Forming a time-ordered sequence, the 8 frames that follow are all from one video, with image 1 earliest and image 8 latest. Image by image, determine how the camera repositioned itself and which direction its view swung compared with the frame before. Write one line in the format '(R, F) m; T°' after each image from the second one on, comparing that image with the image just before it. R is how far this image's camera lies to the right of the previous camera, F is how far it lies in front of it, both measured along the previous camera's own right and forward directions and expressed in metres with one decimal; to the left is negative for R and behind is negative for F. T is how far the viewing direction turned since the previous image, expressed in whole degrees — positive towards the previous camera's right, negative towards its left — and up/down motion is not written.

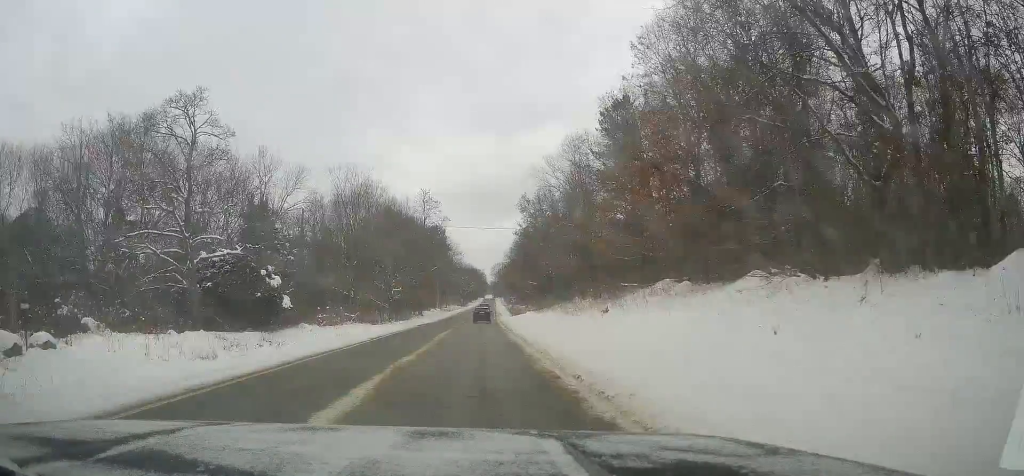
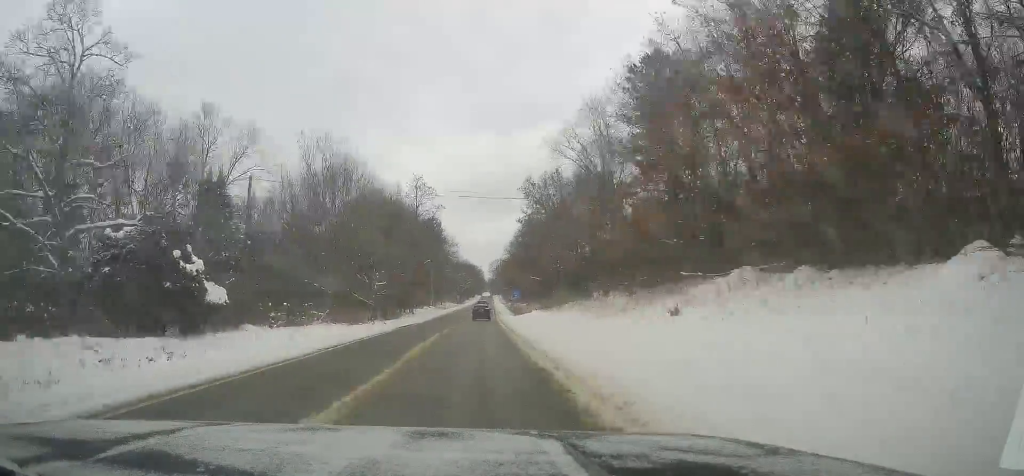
(+0.3, +10.8) m; +1°
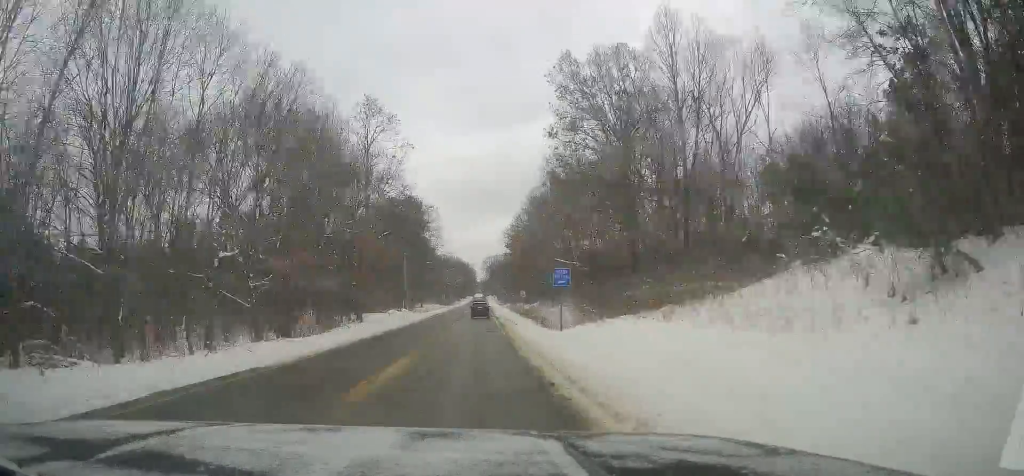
(+0.9, +39.3) m; 0°
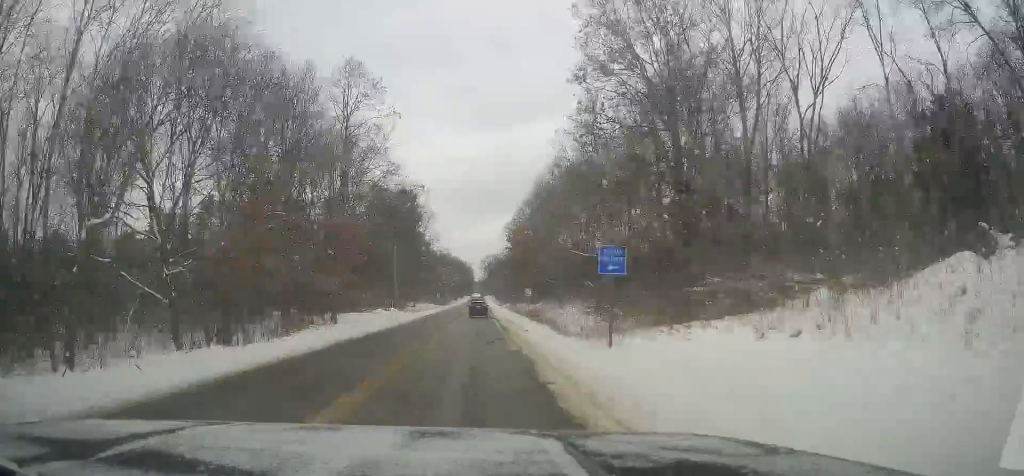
(-0.3, +10.0) m; -1°
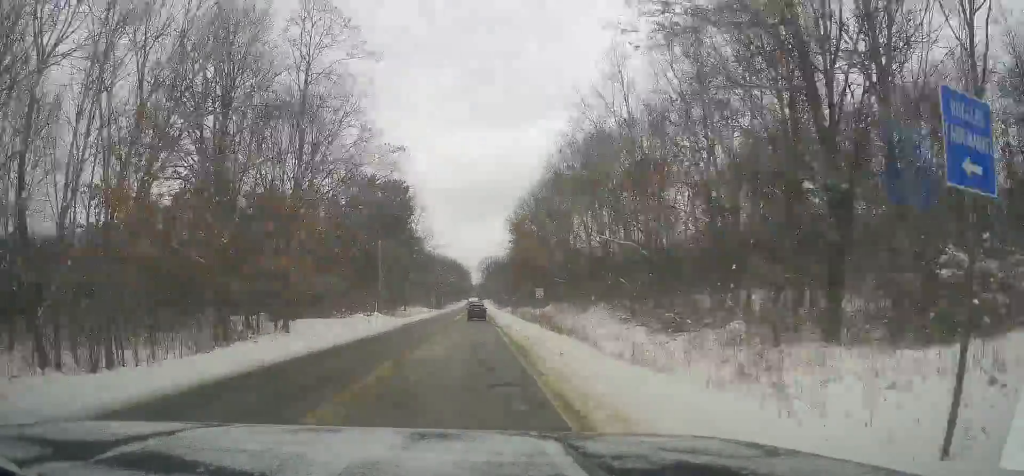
(-0.2, +12.6) m; -1°
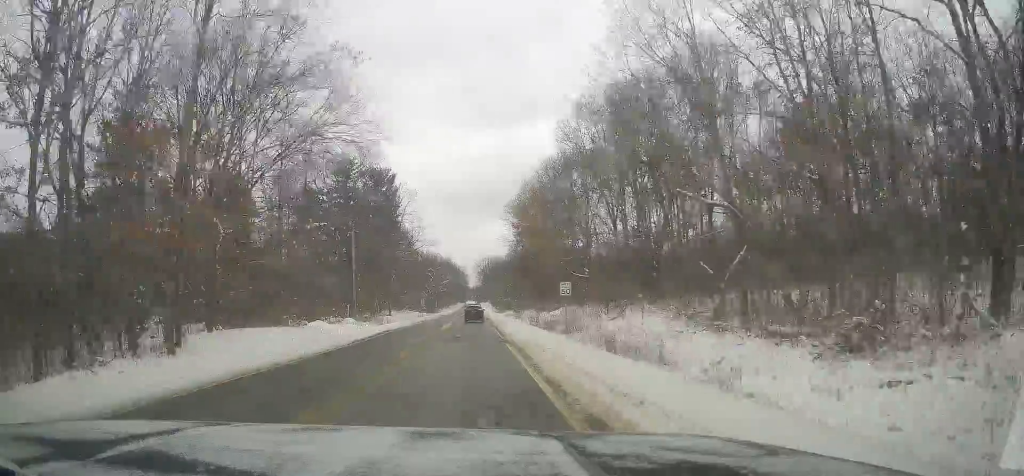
(0.0, +15.1) m; +1°
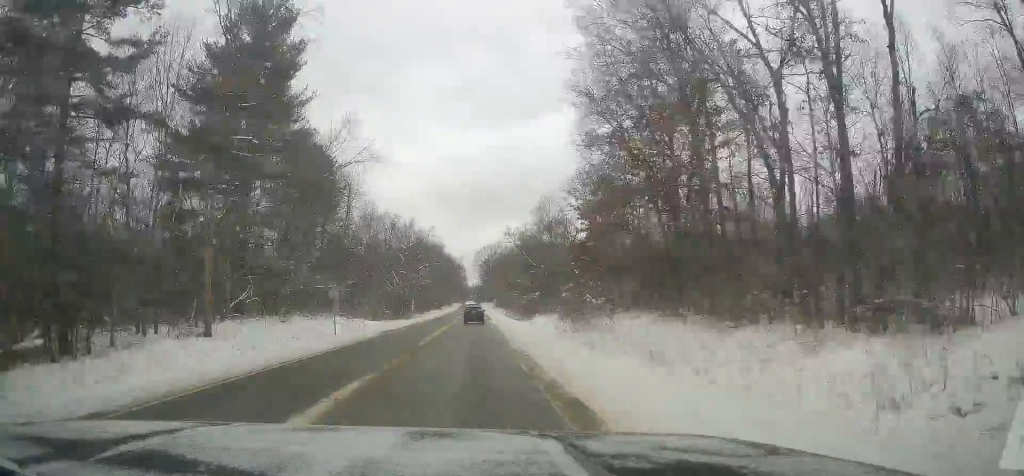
(+0.4, +63.8) m; +1°
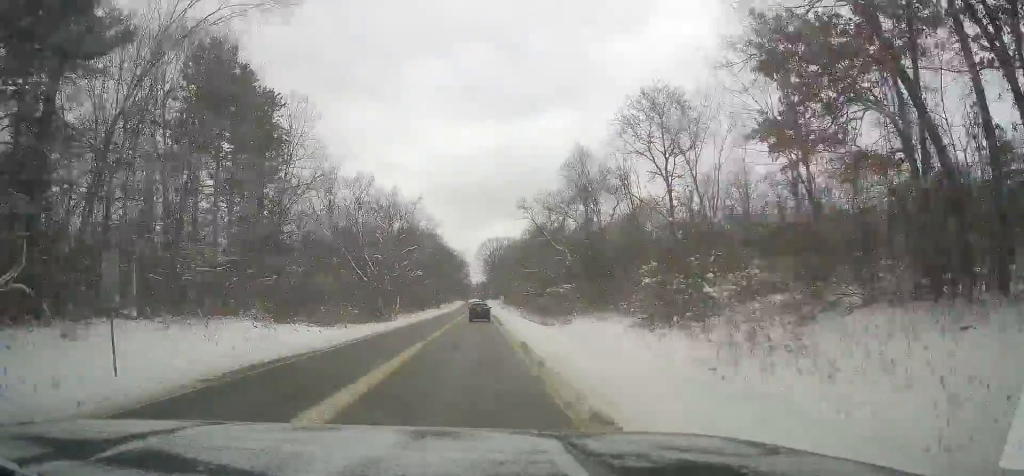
(+0.6, +25.4) m; 0°
